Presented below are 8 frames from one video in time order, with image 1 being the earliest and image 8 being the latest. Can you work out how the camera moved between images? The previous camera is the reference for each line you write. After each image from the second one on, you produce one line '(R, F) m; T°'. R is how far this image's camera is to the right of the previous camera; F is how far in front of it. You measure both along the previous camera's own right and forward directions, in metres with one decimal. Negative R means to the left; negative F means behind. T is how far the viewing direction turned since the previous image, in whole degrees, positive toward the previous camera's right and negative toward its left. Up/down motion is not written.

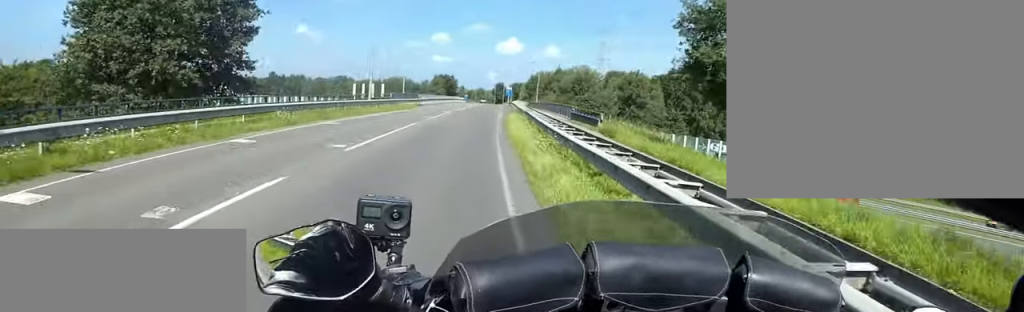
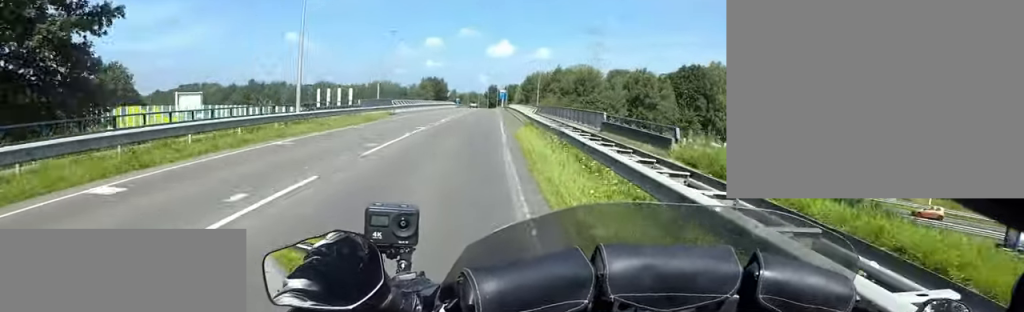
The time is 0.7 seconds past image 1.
(+0.8, +11.2) m; +2°
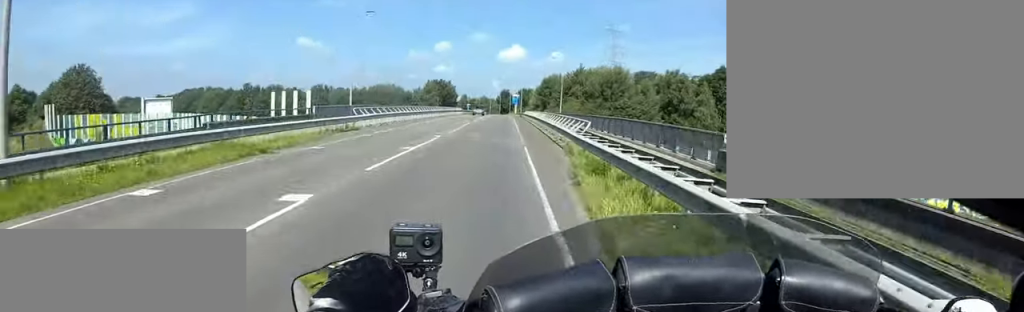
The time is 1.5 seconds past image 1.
(-0.4, +13.1) m; -4°
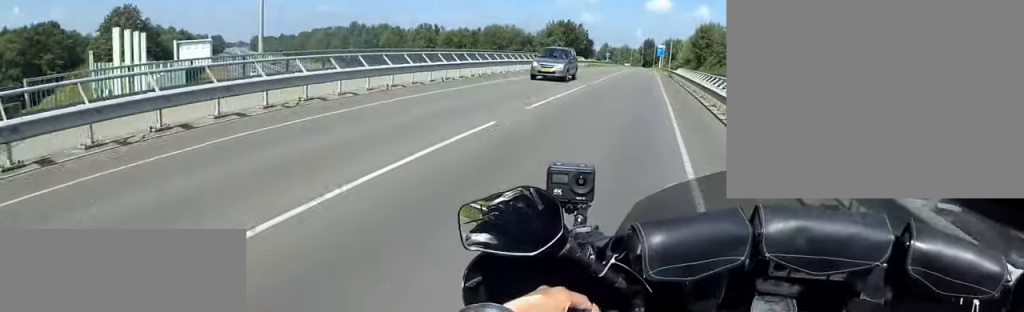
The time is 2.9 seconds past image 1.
(-0.6, +22.6) m; +1°
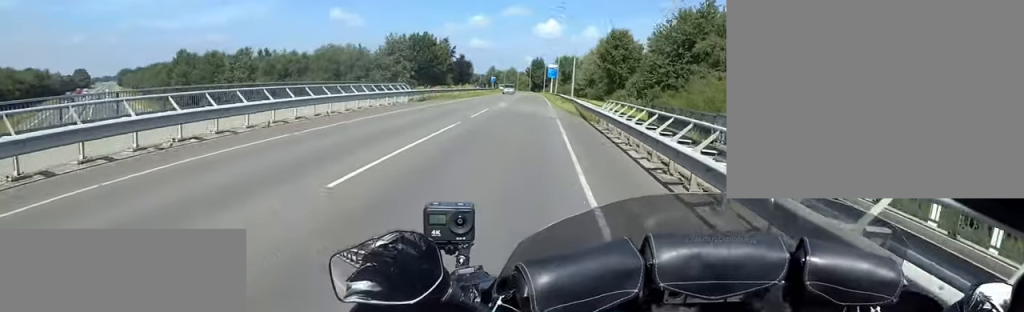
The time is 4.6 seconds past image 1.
(+0.9, +28.1) m; +2°
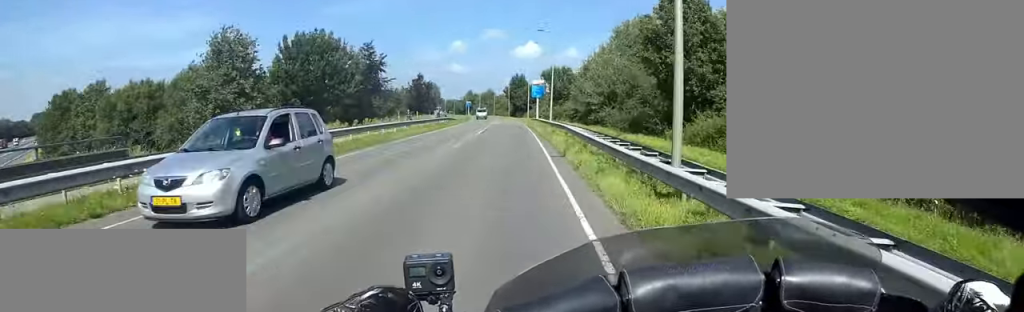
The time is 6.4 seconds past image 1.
(0.0, +30.6) m; 0°
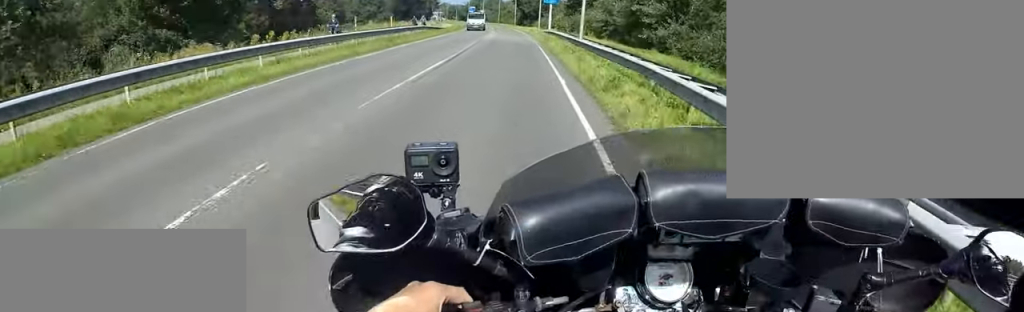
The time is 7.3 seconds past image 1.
(0.0, +16.0) m; 0°
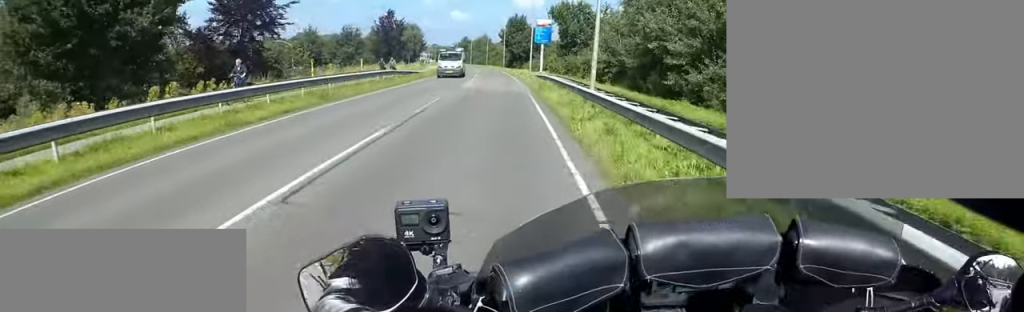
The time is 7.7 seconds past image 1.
(0.0, +7.0) m; 0°
